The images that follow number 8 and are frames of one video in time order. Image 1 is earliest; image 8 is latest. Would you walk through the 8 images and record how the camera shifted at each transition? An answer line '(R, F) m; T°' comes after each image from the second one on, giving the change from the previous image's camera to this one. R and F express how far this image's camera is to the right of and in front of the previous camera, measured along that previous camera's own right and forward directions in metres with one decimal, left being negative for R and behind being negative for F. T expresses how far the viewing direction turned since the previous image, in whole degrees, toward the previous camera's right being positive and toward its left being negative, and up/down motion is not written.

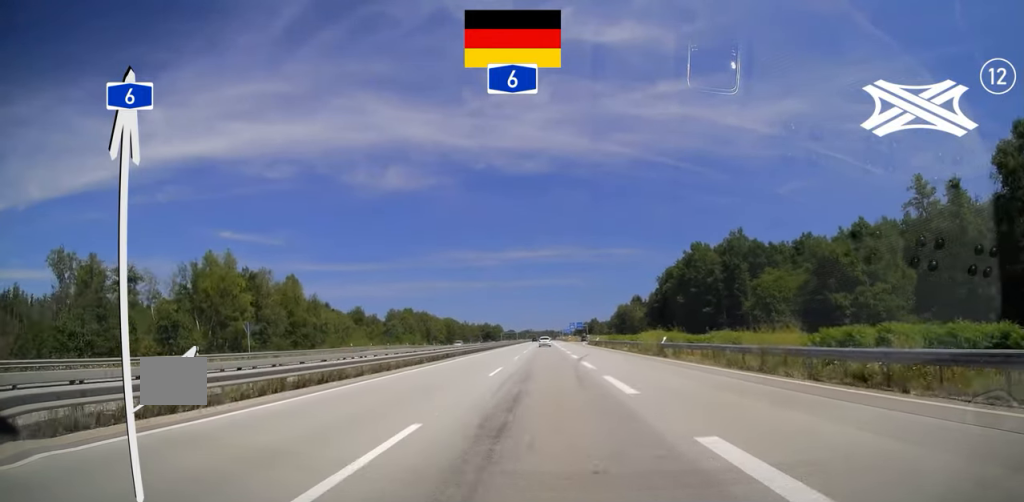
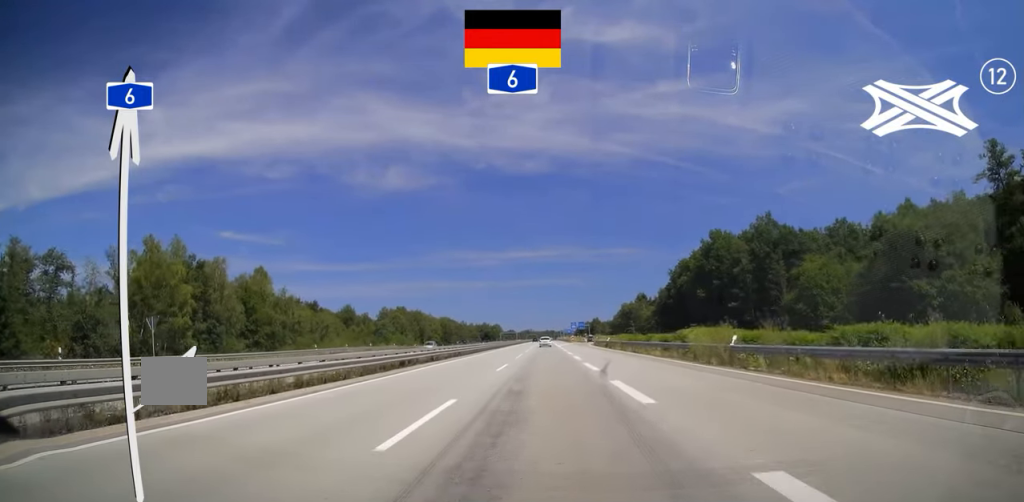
(0.0, +14.2) m; 0°
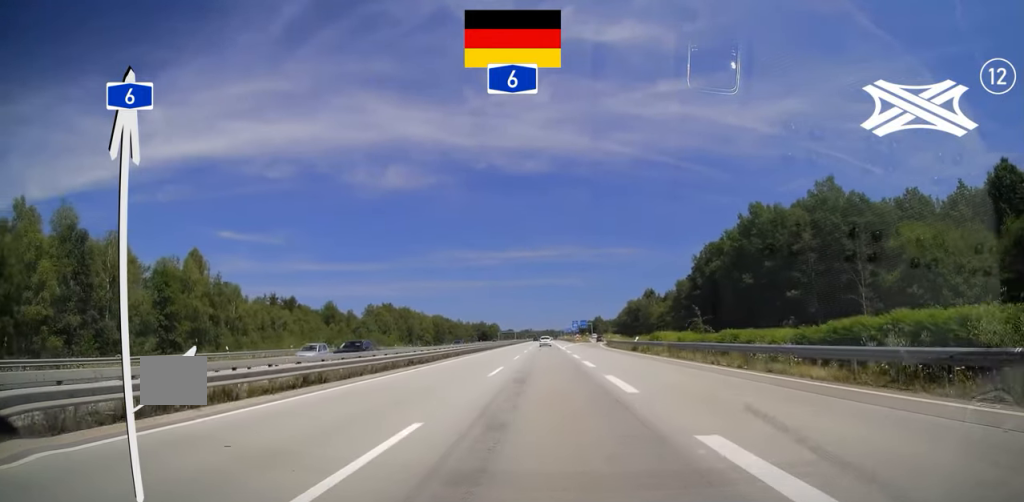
(-0.1, +22.1) m; 0°
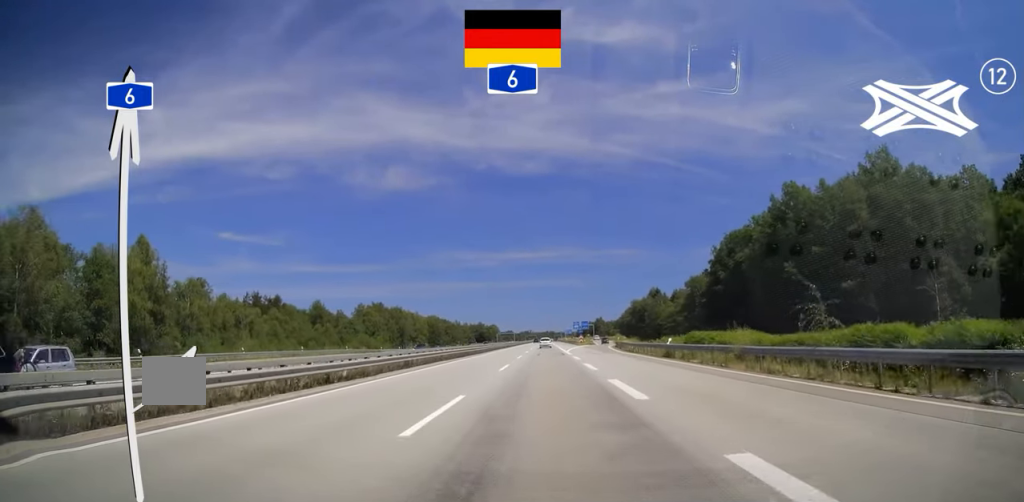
(-0.2, +13.2) m; 0°
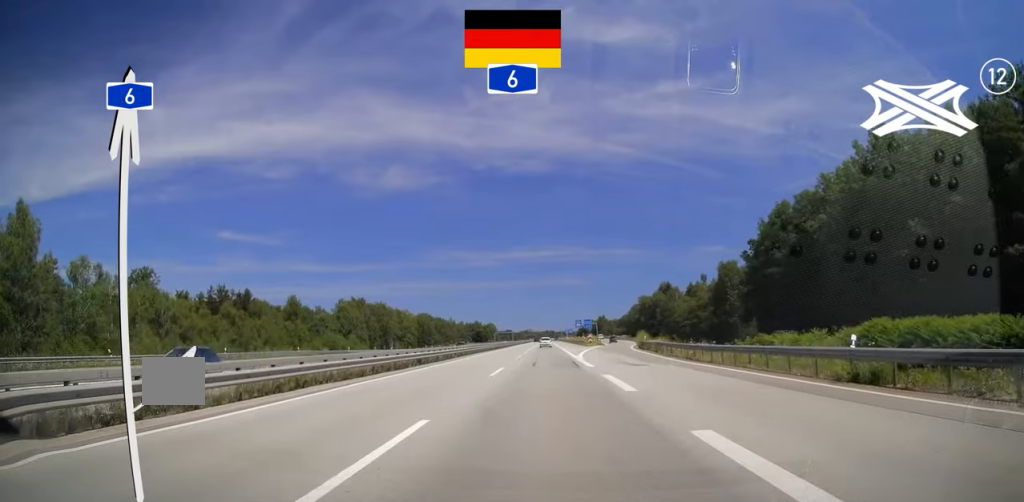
(+0.1, +22.6) m; 0°
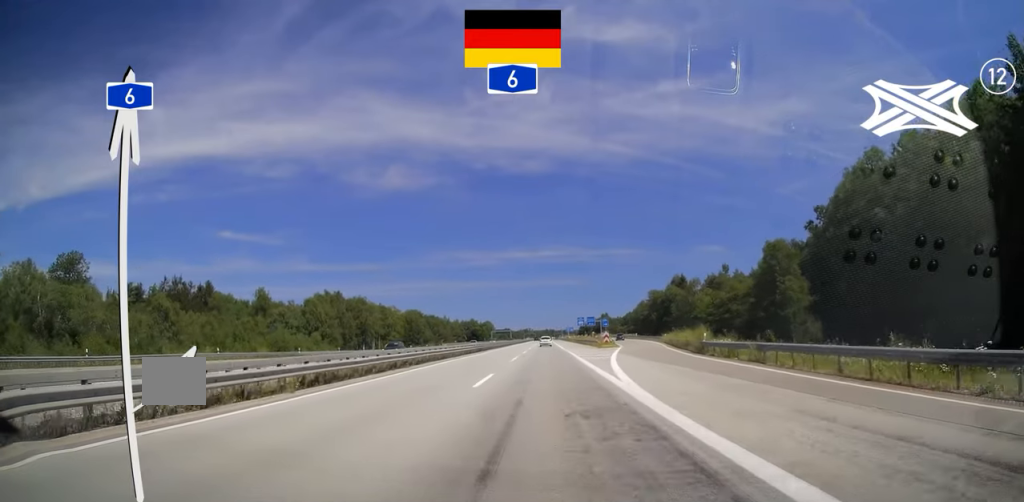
(+0.2, +23.5) m; 0°
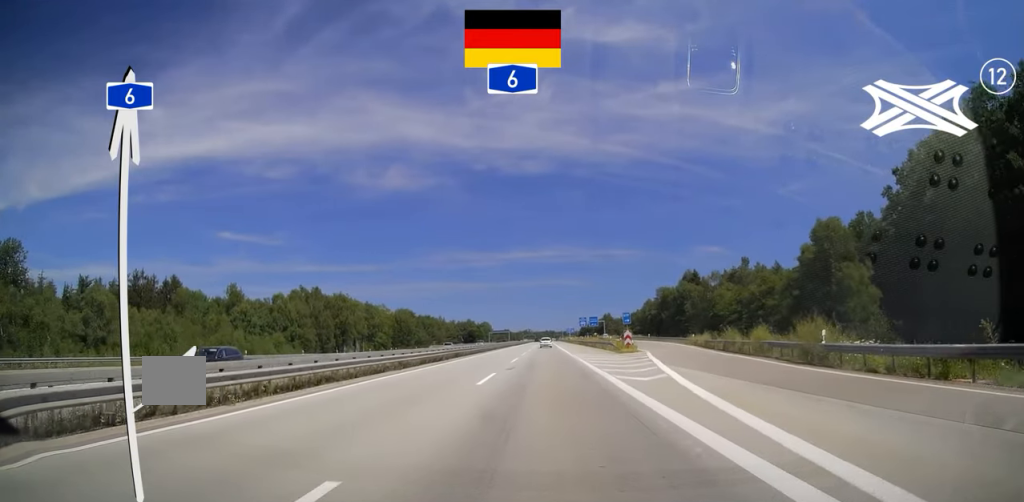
(0.0, +17.2) m; 0°
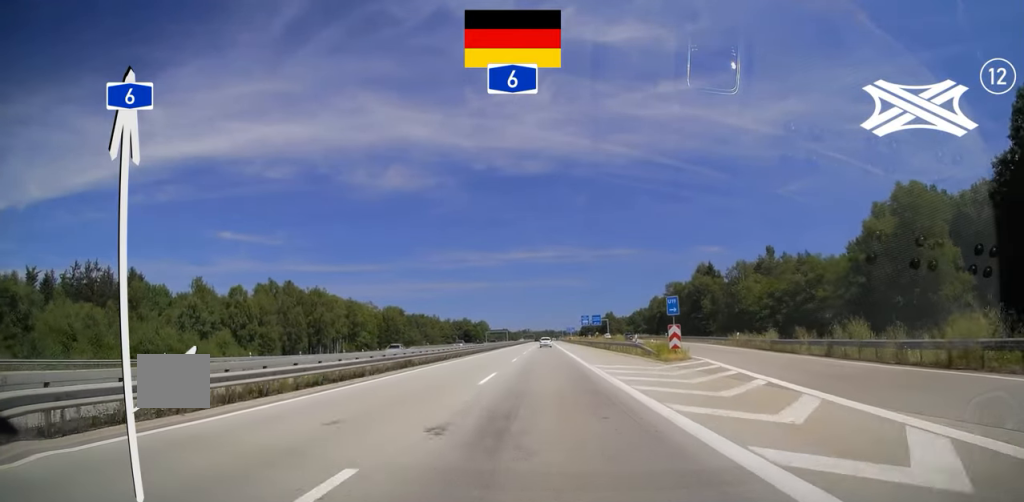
(0.0, +17.7) m; 0°
